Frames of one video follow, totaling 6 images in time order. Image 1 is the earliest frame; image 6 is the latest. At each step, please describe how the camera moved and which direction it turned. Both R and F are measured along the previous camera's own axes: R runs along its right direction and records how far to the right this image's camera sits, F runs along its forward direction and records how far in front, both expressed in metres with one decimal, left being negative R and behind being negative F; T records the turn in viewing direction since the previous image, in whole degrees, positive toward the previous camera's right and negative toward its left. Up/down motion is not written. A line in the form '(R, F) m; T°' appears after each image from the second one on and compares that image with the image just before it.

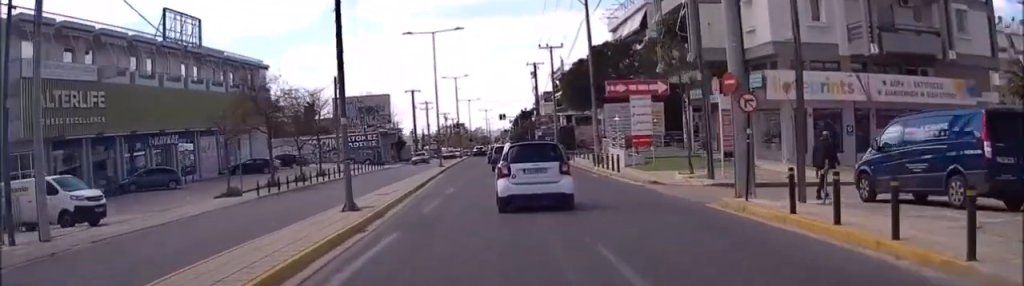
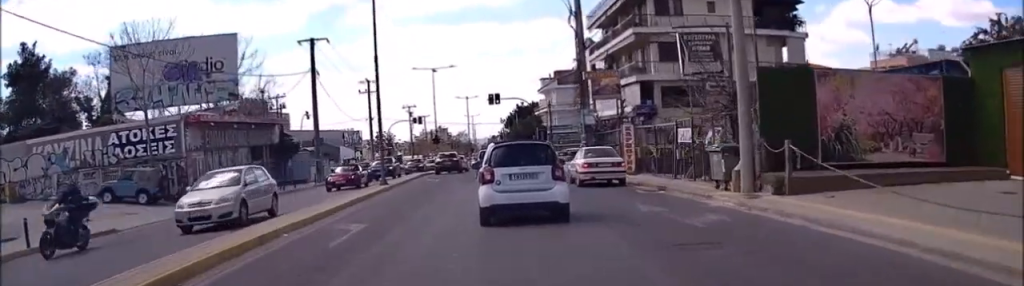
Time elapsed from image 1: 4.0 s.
(-0.8, +53.6) m; -1°
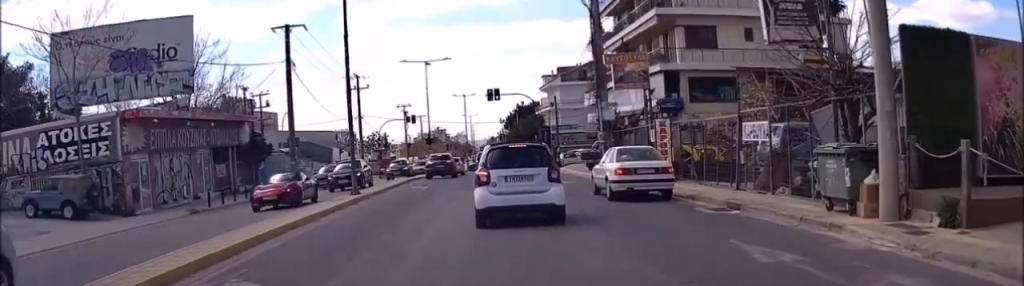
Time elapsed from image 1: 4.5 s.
(0.0, +5.5) m; 0°
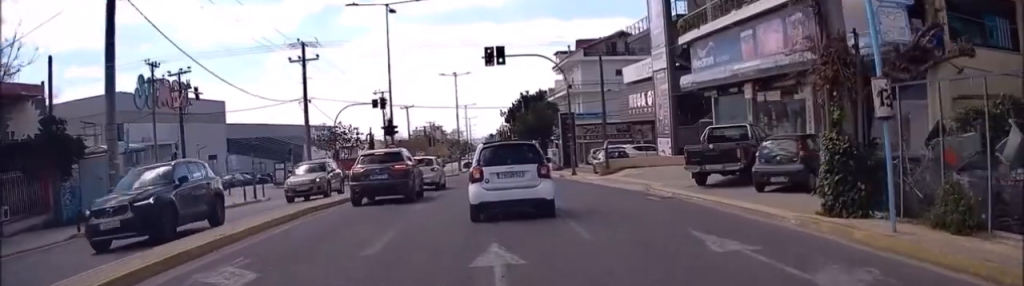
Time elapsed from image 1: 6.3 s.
(+0.2, +22.2) m; +1°
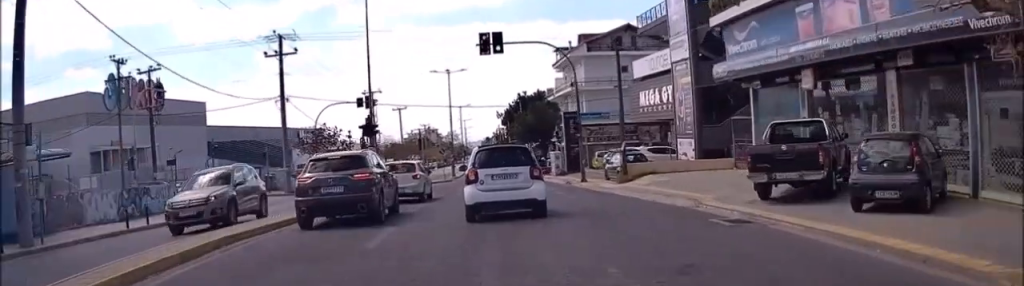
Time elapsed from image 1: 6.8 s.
(0.0, +5.5) m; 0°
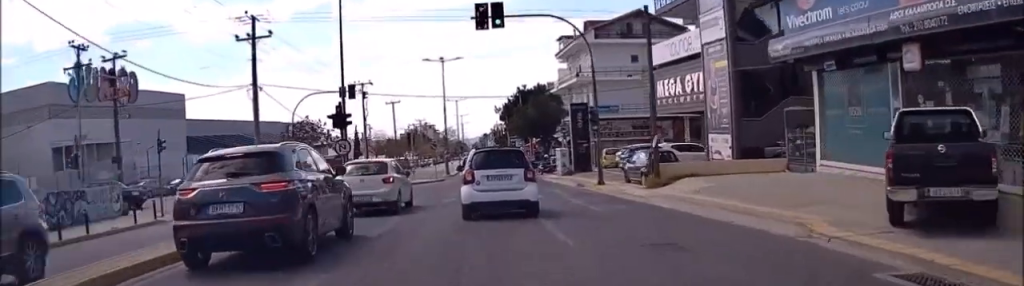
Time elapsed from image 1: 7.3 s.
(0.0, +6.0) m; 0°
